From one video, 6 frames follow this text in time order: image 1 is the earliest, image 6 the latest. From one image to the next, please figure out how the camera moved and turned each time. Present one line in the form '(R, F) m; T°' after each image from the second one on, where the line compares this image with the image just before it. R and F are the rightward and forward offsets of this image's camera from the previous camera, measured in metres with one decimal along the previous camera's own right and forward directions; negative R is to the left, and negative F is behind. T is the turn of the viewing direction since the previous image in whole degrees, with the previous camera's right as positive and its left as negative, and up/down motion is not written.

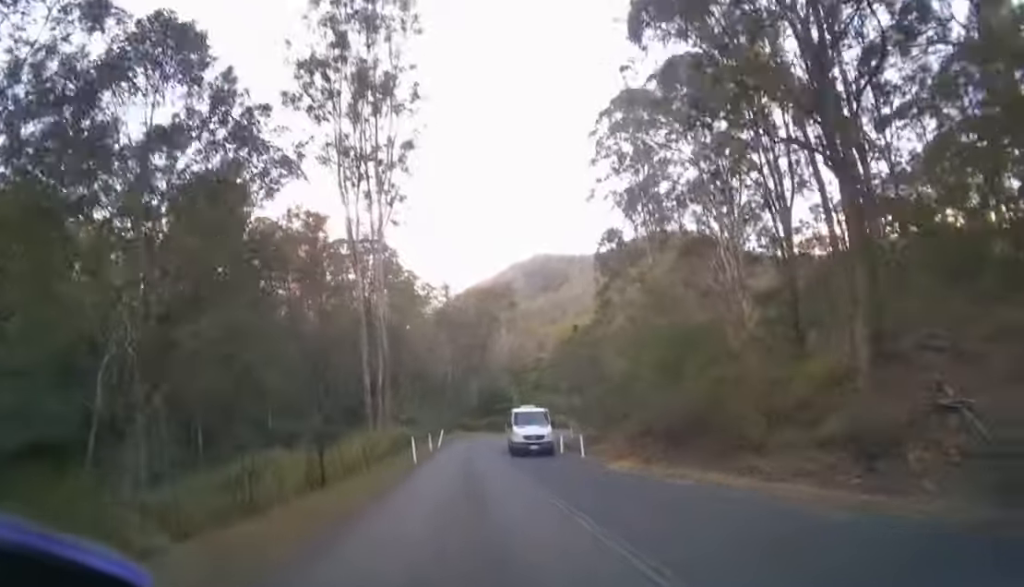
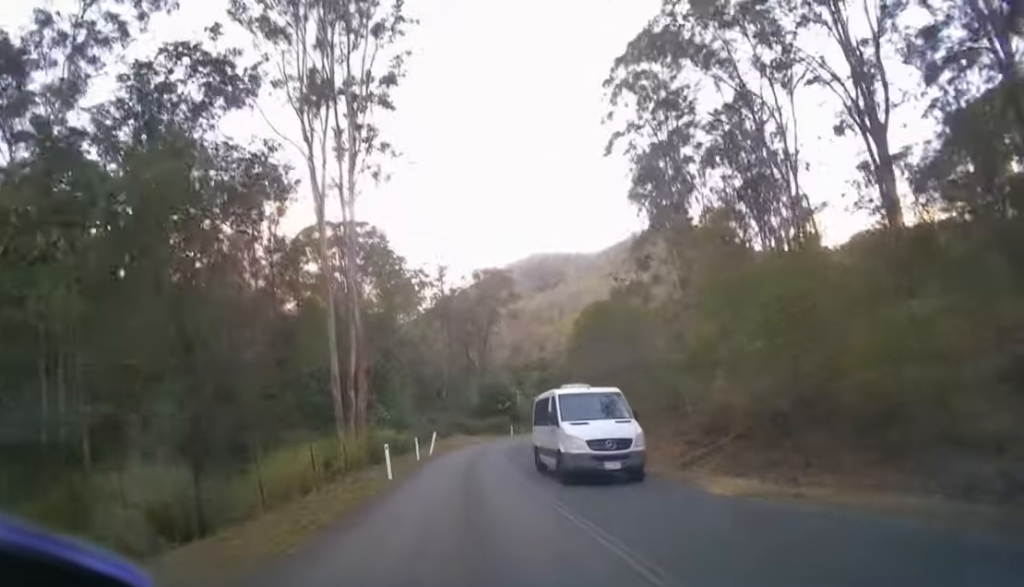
(0.0, +6.4) m; +1°
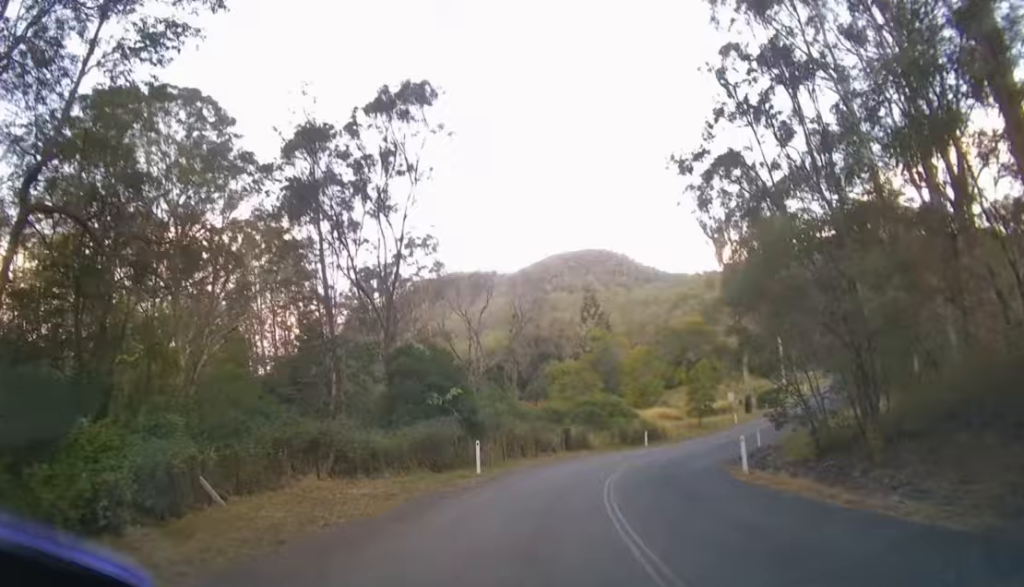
(+1.4, +26.1) m; +10°
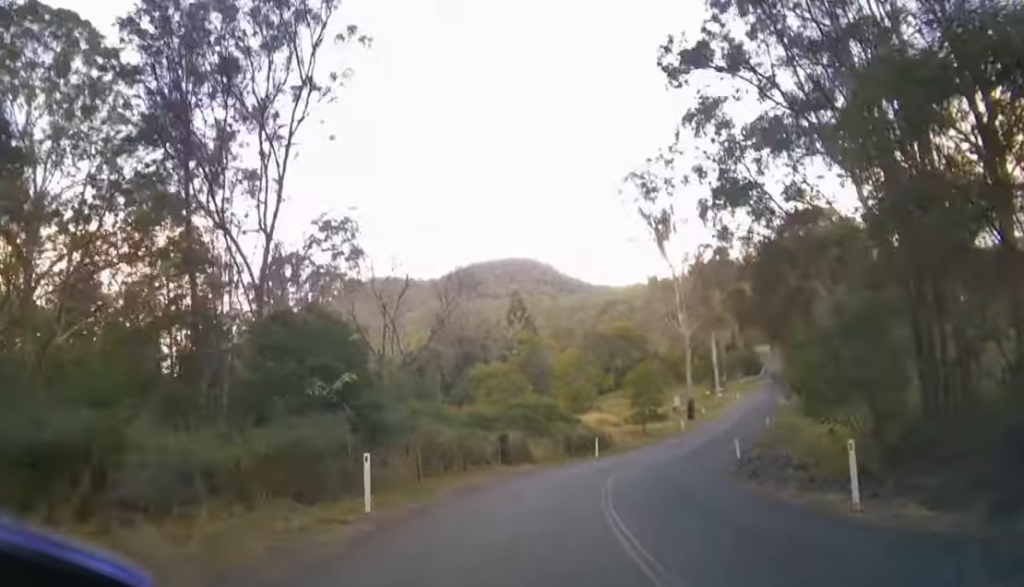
(+0.3, +6.4) m; +7°
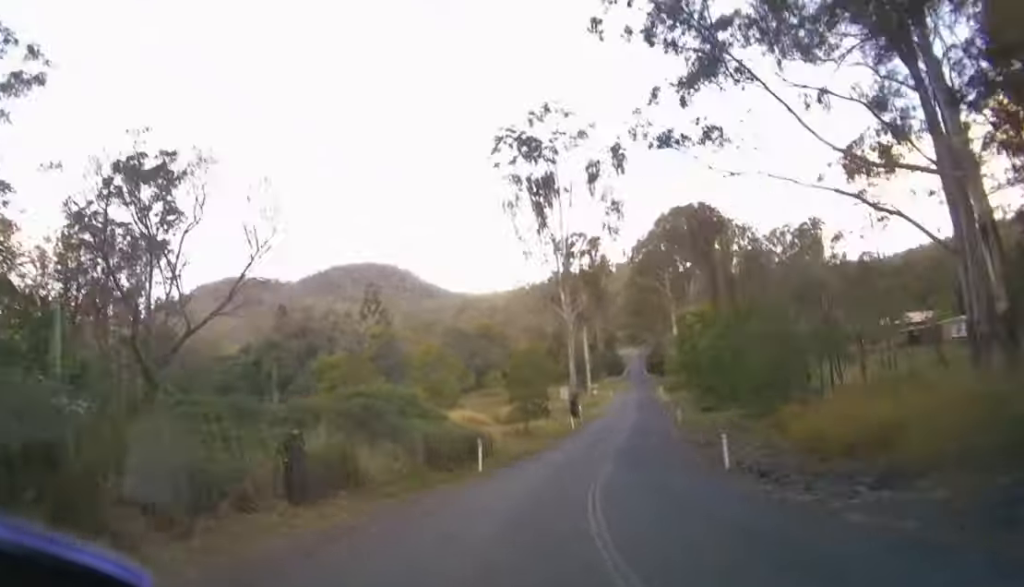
(+1.4, +11.5) m; +15°
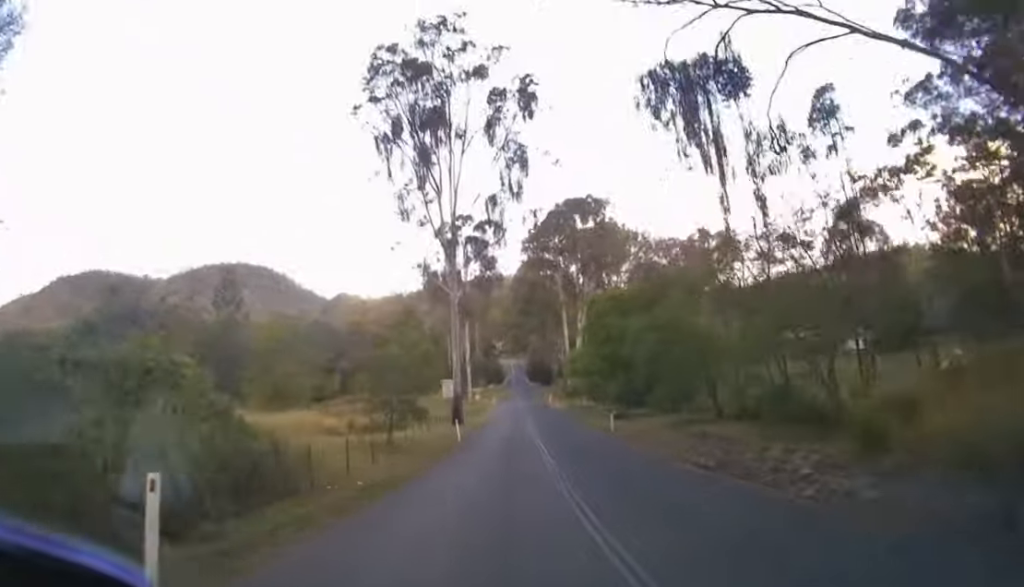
(+1.5, +11.6) m; +13°
